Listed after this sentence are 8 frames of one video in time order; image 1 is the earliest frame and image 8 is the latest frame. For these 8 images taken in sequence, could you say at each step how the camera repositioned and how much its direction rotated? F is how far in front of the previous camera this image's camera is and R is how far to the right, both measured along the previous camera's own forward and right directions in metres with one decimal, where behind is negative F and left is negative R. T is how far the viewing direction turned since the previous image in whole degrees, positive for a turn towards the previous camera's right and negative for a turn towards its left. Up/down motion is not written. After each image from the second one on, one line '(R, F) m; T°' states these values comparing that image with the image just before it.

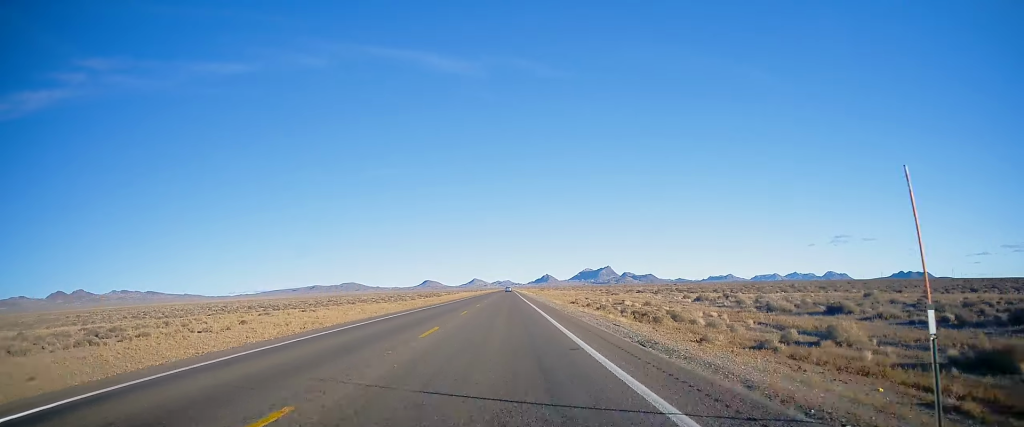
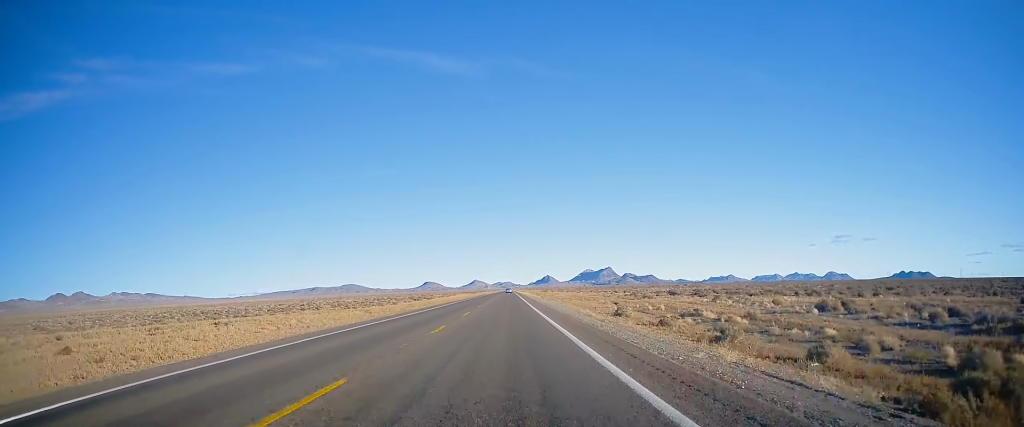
(+0.2, +22.7) m; 0°
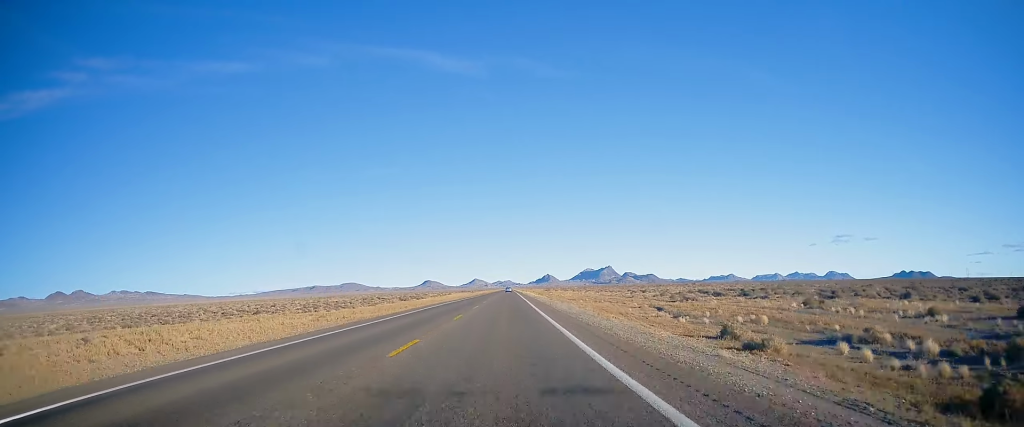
(0.0, +18.0) m; 0°
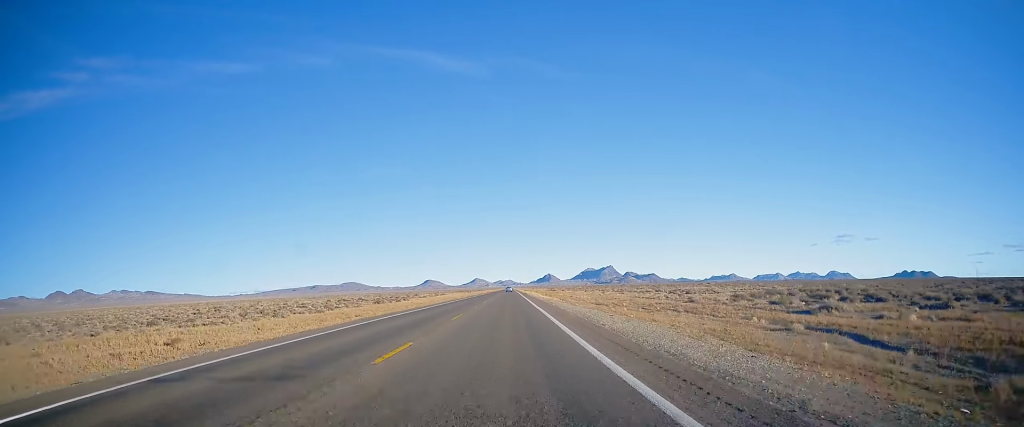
(-0.1, +25.6) m; 0°
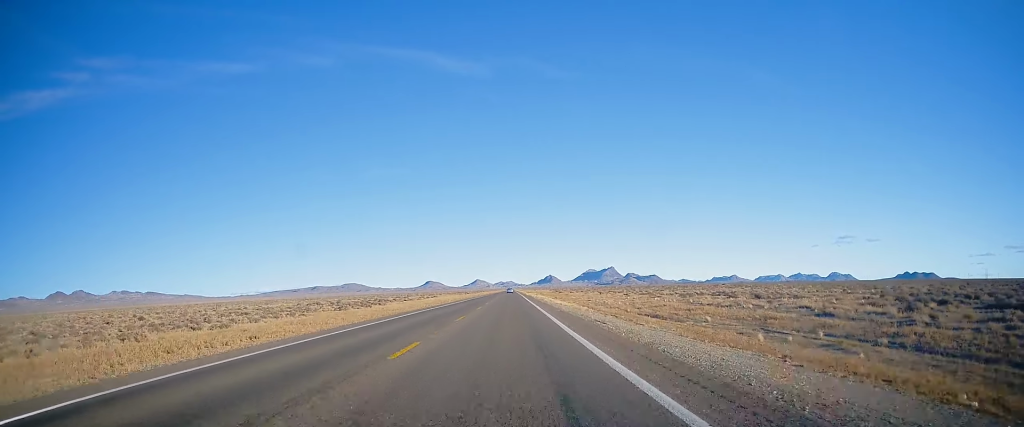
(-0.1, +23.5) m; 0°
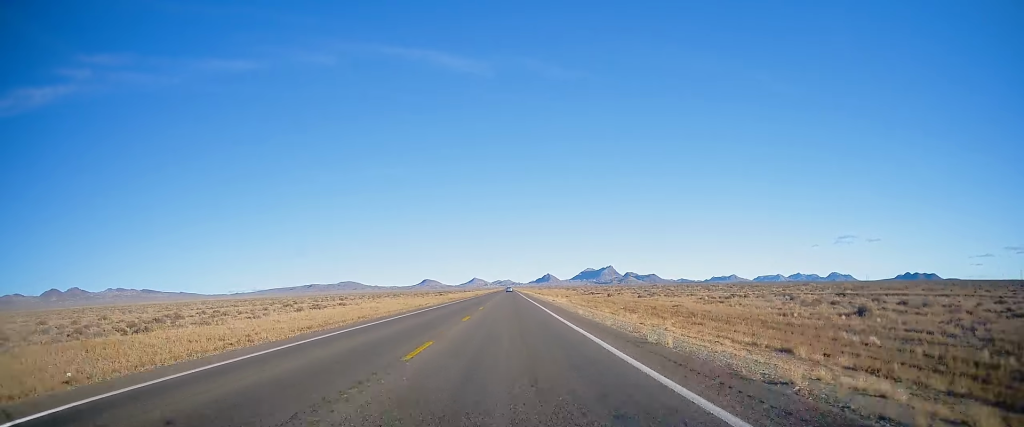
(+0.6, +98.1) m; 0°
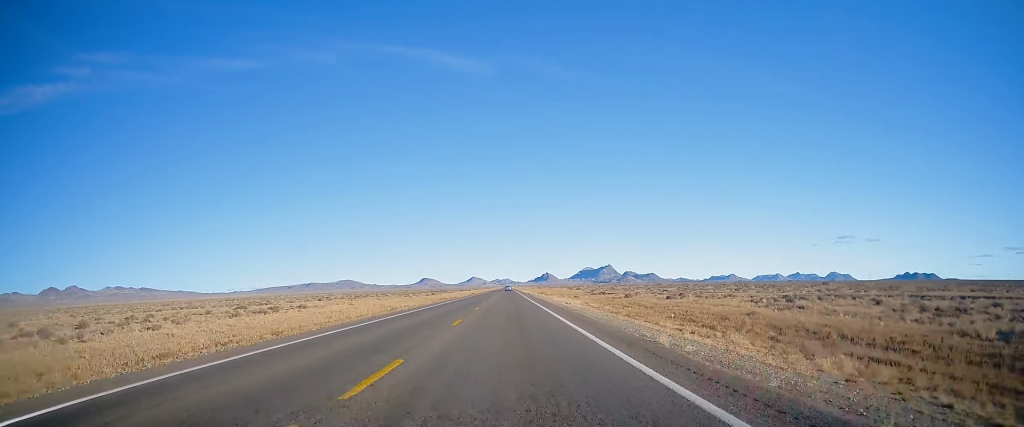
(-0.1, +15.6) m; 0°
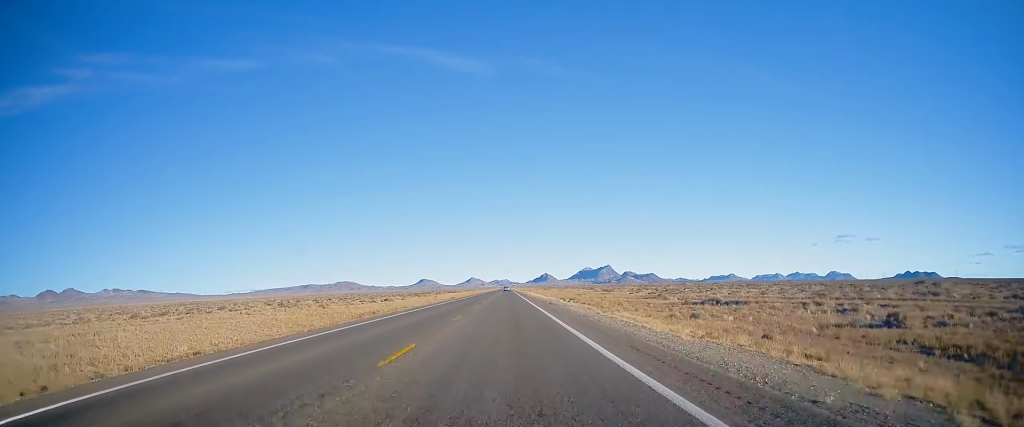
(+0.7, +57.6) m; +1°
